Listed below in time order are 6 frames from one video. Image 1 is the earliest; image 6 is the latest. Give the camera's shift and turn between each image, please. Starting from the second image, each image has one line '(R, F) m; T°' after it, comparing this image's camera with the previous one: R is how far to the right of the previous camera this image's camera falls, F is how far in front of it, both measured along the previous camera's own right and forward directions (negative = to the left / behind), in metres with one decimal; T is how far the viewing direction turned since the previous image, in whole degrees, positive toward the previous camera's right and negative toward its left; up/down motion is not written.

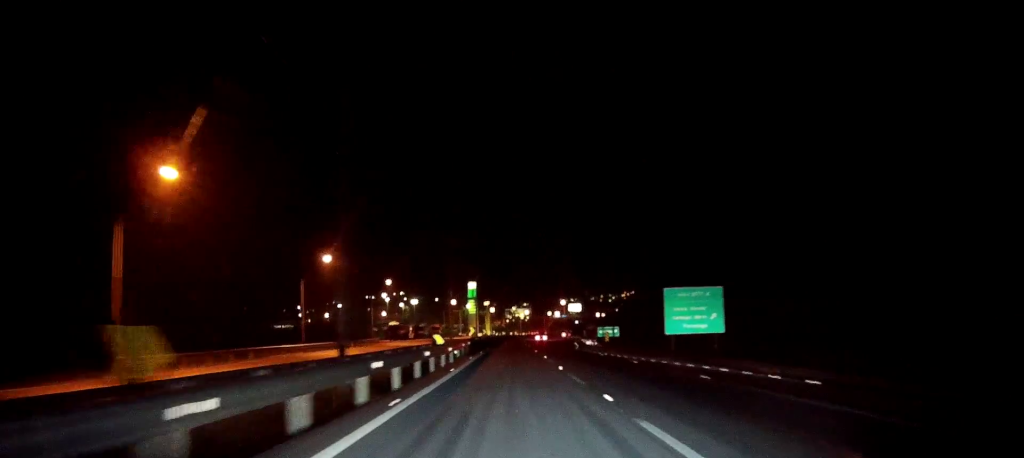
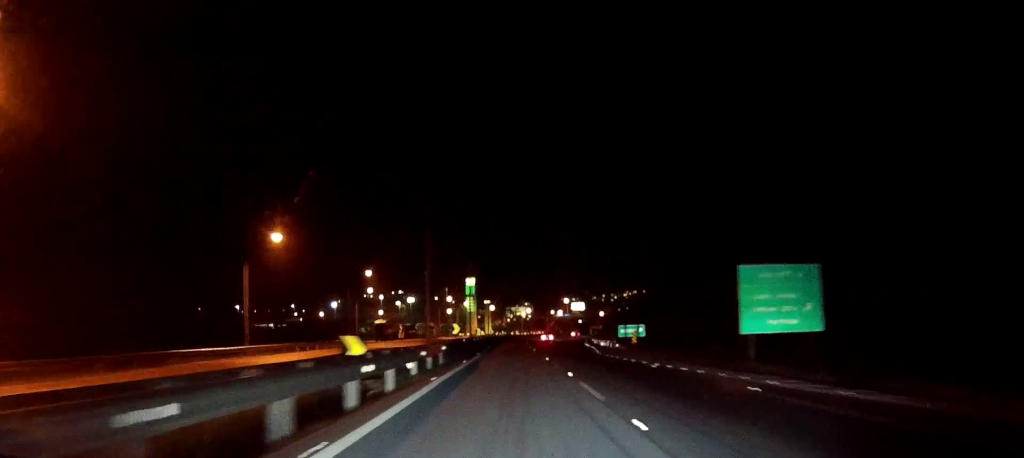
(+0.1, +16.8) m; 0°
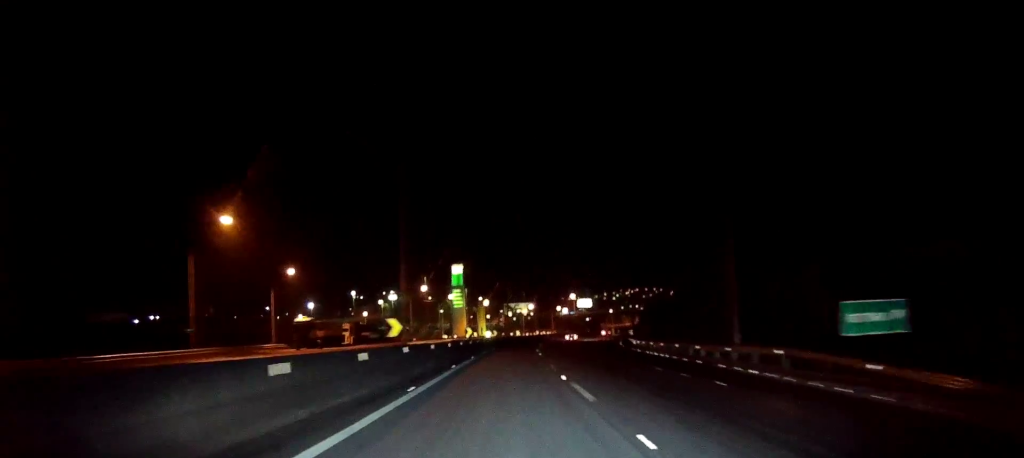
(+0.1, +49.6) m; 0°
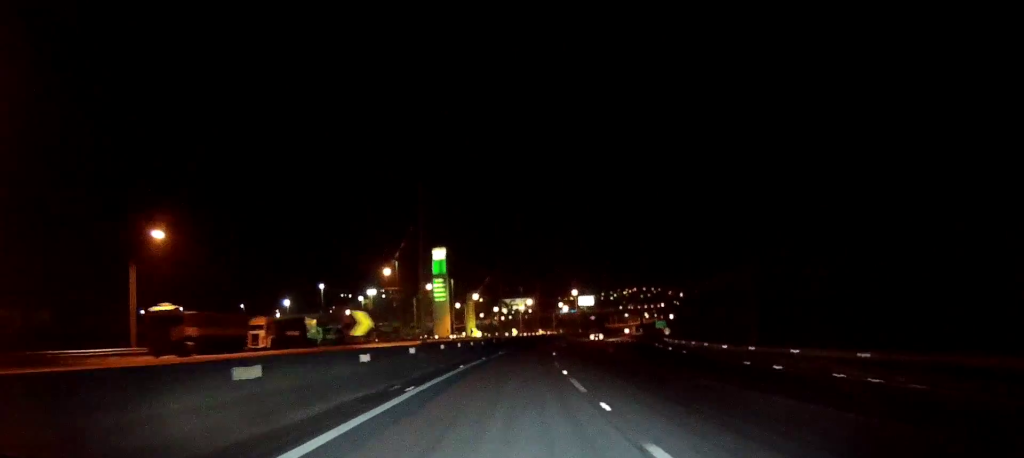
(+0.1, +35.6) m; +1°
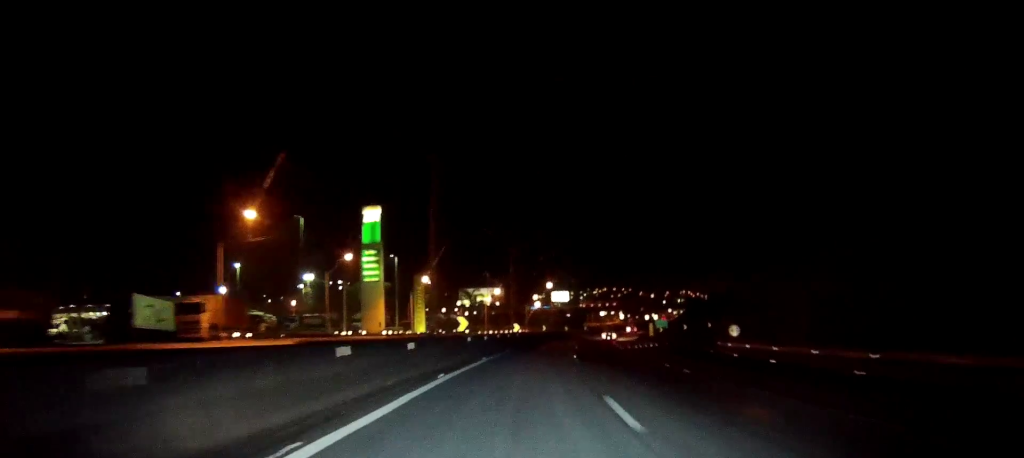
(+1.1, +44.4) m; +3°
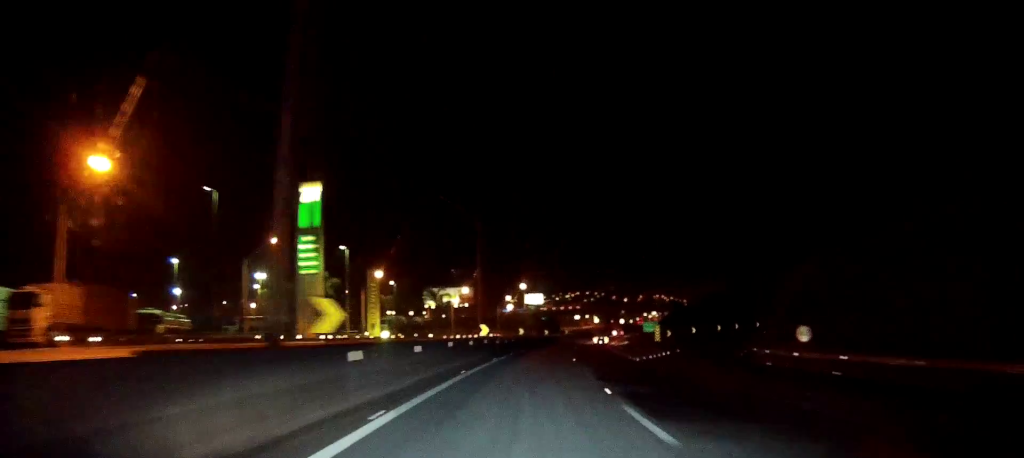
(+0.4, +20.0) m; +2°
